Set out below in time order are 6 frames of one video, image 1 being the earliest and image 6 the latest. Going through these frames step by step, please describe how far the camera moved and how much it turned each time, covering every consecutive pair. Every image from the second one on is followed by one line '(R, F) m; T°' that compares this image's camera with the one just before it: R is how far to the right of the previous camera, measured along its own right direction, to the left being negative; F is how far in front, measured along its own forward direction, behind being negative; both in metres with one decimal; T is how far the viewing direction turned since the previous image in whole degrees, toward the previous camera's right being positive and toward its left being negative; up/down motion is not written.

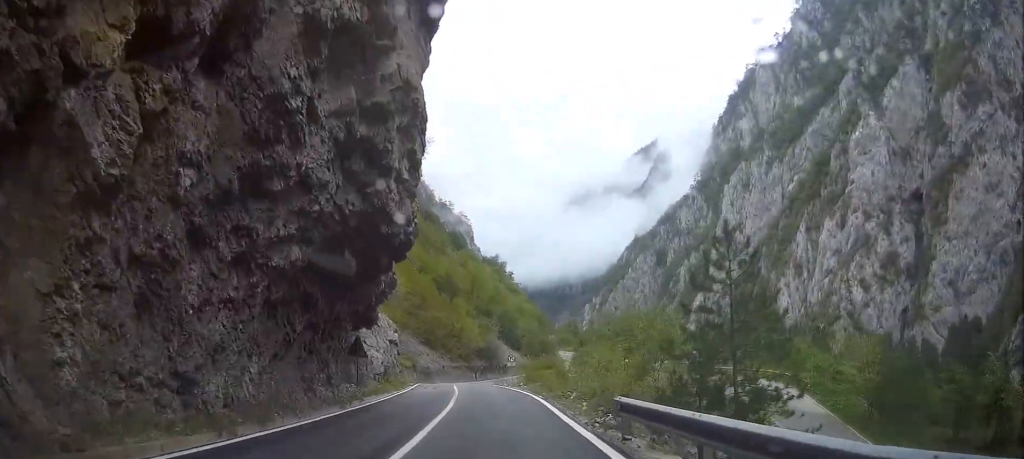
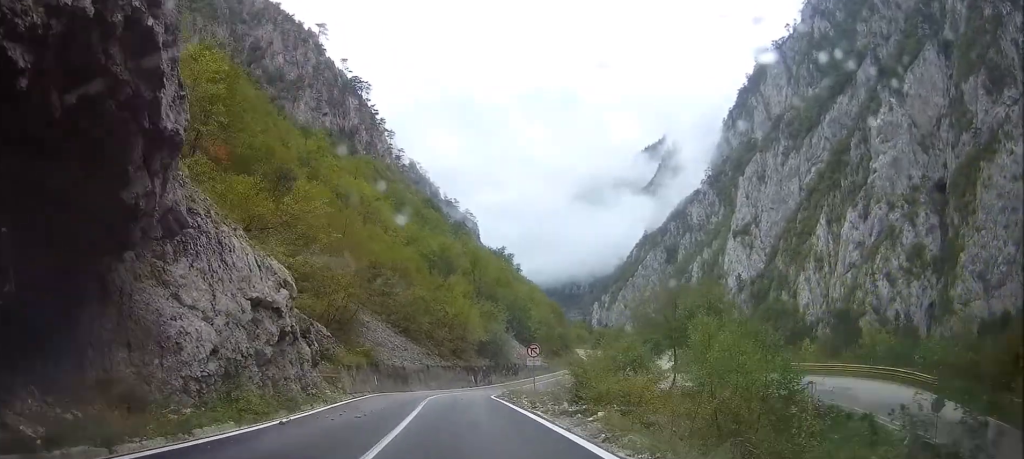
(0.0, +35.3) m; +1°
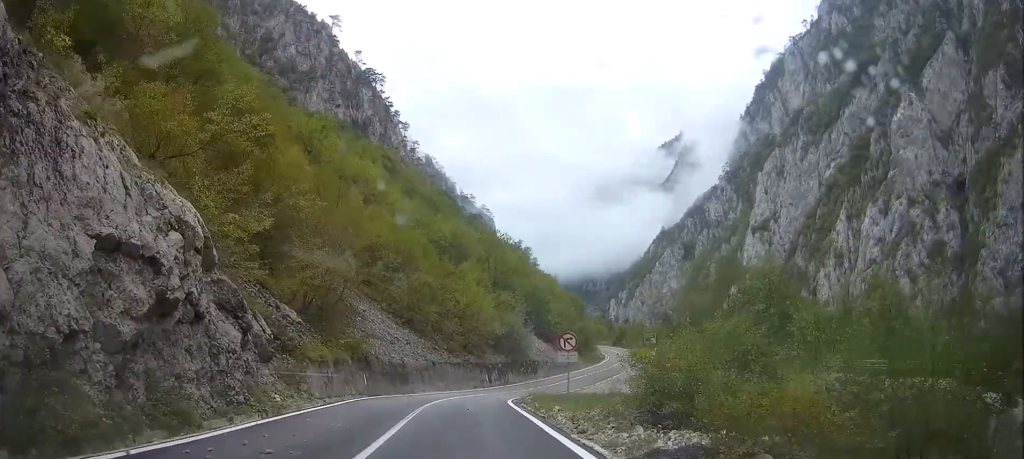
(0.0, +12.4) m; +2°
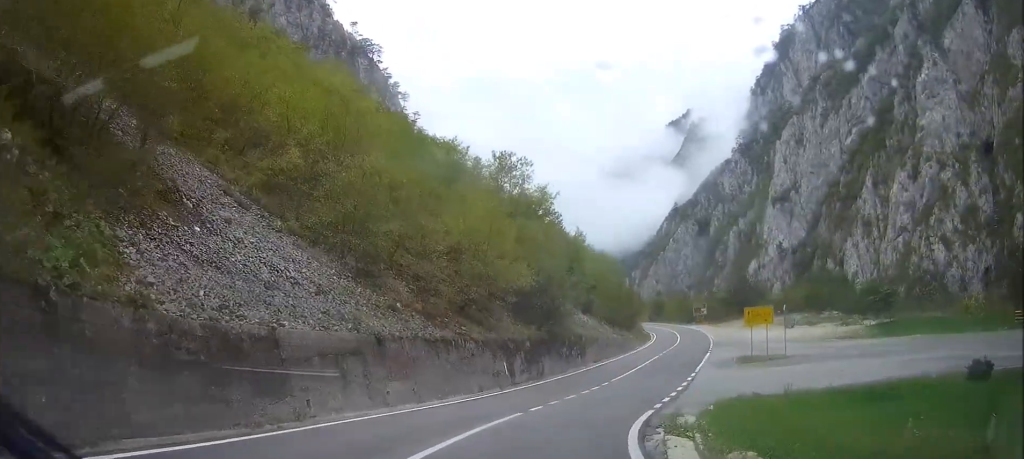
(+1.7, +31.3) m; +3°
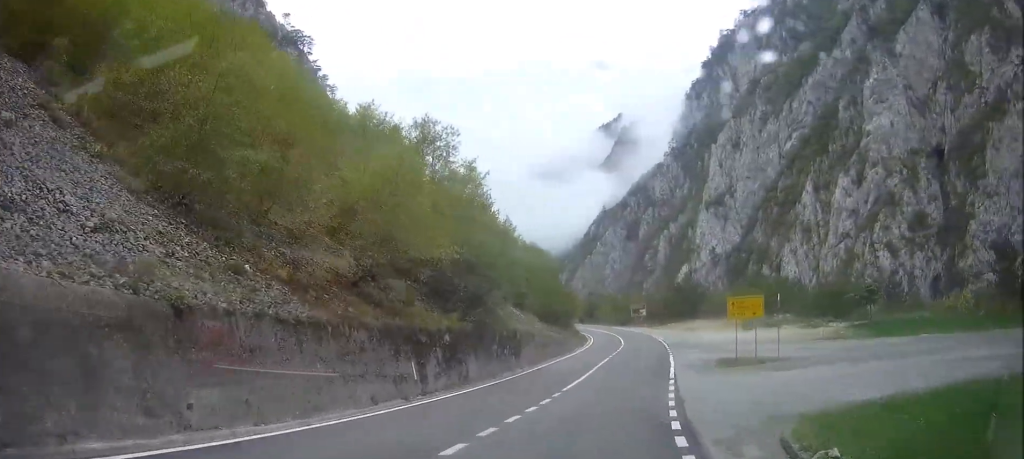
(0.0, +9.0) m; 0°
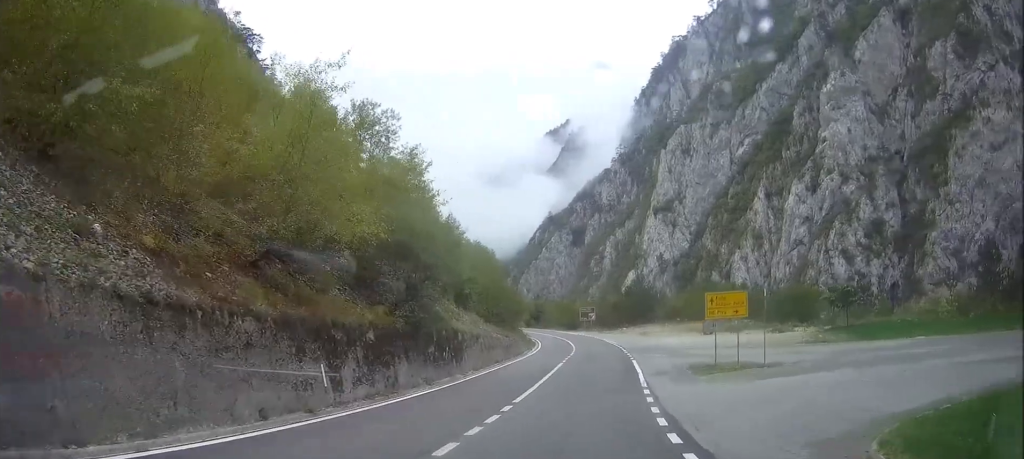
(0.0, +4.5) m; 0°
